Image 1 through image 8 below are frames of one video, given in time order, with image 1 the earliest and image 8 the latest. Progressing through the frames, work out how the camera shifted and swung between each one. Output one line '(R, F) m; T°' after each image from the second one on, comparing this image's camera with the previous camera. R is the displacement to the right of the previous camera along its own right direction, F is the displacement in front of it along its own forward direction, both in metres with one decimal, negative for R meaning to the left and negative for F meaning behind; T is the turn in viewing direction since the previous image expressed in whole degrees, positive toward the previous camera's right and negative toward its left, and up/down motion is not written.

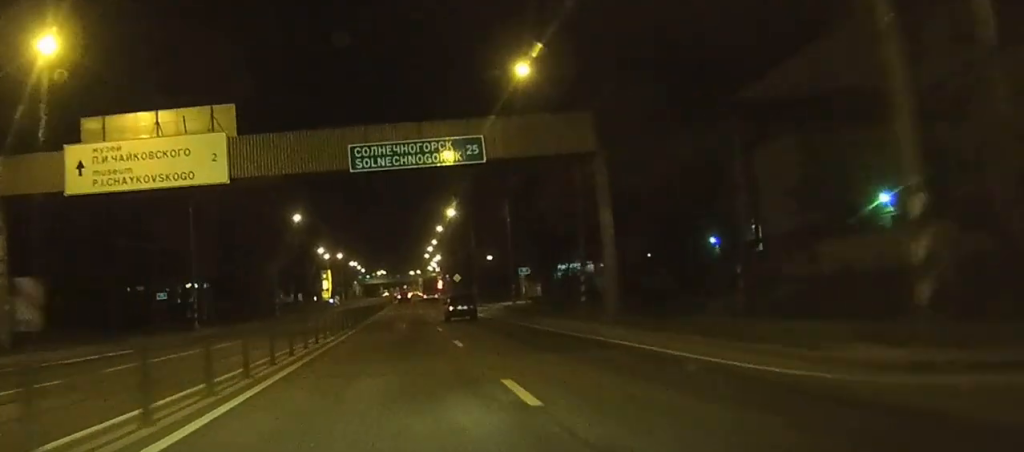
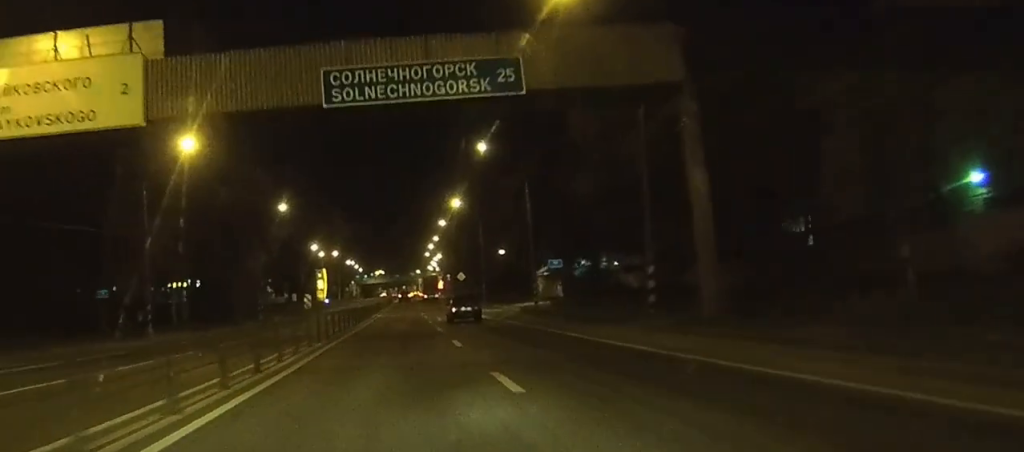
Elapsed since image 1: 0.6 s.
(0.0, +11.2) m; 0°
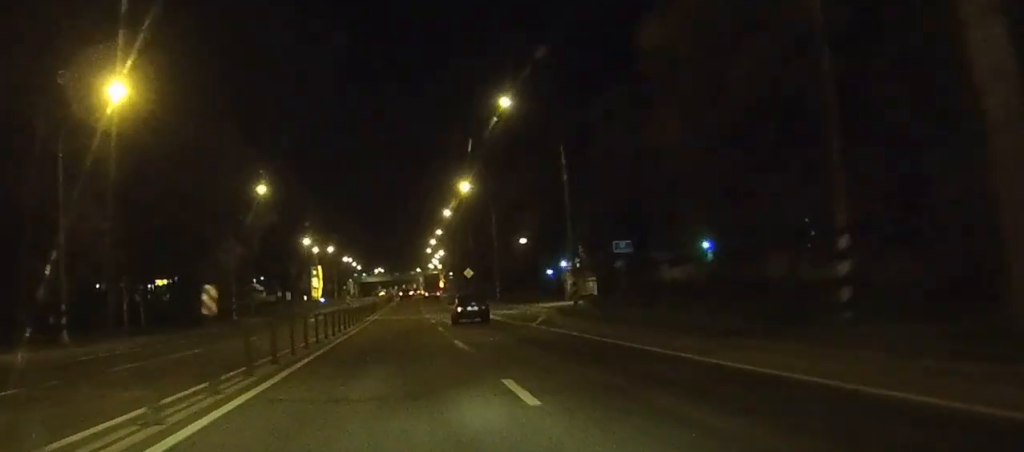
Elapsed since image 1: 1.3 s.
(0.0, +13.1) m; 0°
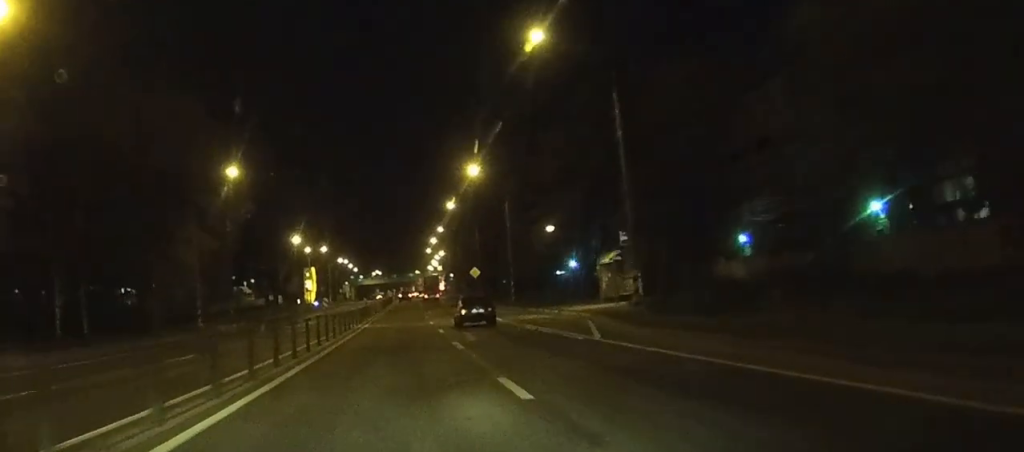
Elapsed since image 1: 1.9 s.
(0.0, +11.9) m; 0°
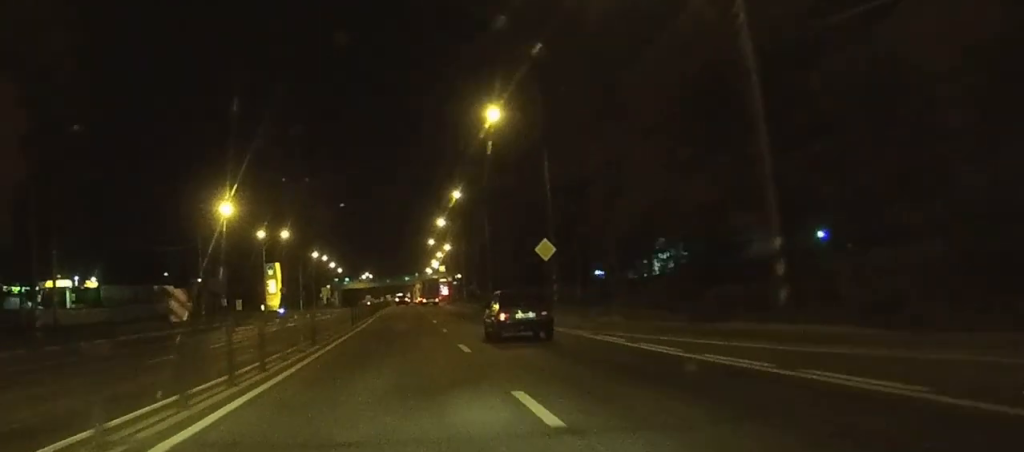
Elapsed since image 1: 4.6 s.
(+0.5, +49.9) m; +1°
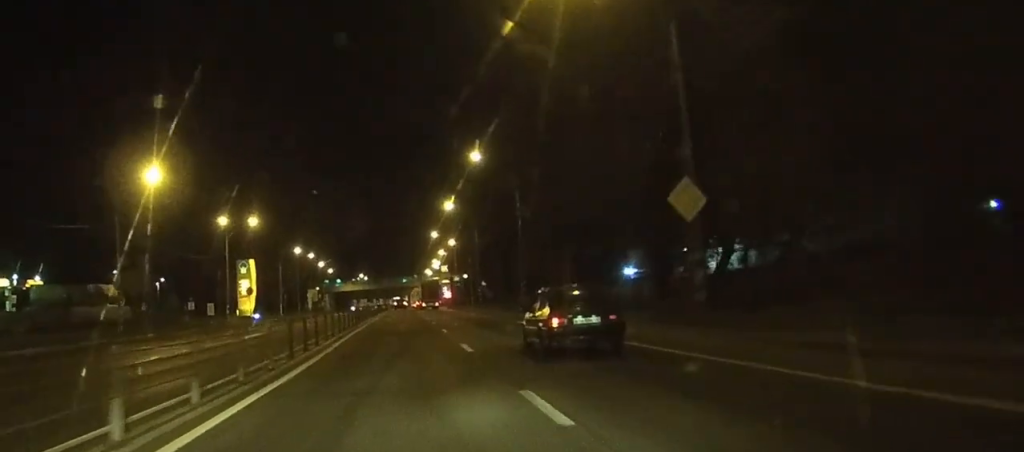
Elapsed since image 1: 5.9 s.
(0.0, +23.4) m; 0°
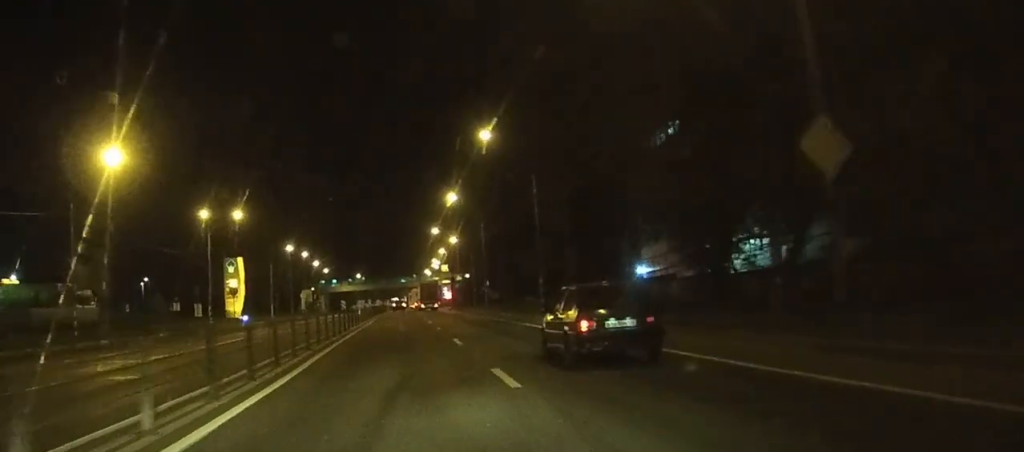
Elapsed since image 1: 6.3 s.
(0.0, +7.9) m; 0°
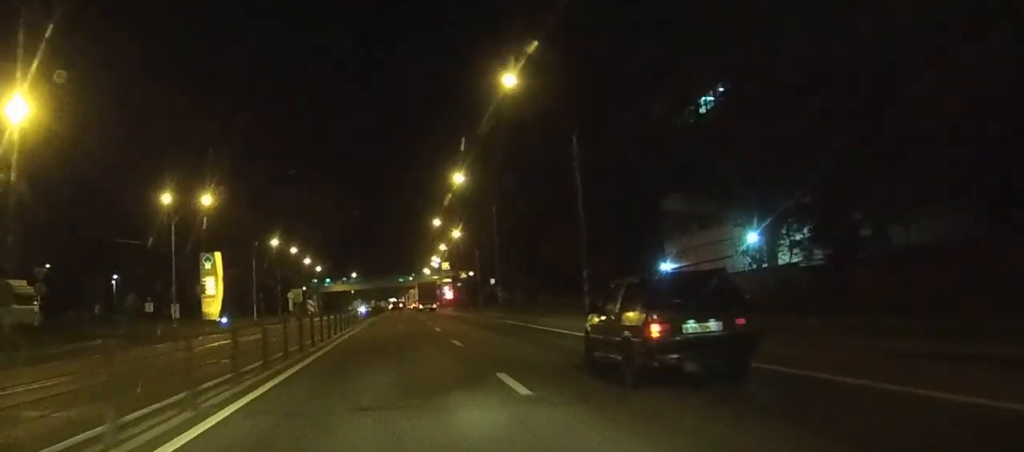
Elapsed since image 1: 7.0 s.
(+0.1, +12.8) m; 0°
